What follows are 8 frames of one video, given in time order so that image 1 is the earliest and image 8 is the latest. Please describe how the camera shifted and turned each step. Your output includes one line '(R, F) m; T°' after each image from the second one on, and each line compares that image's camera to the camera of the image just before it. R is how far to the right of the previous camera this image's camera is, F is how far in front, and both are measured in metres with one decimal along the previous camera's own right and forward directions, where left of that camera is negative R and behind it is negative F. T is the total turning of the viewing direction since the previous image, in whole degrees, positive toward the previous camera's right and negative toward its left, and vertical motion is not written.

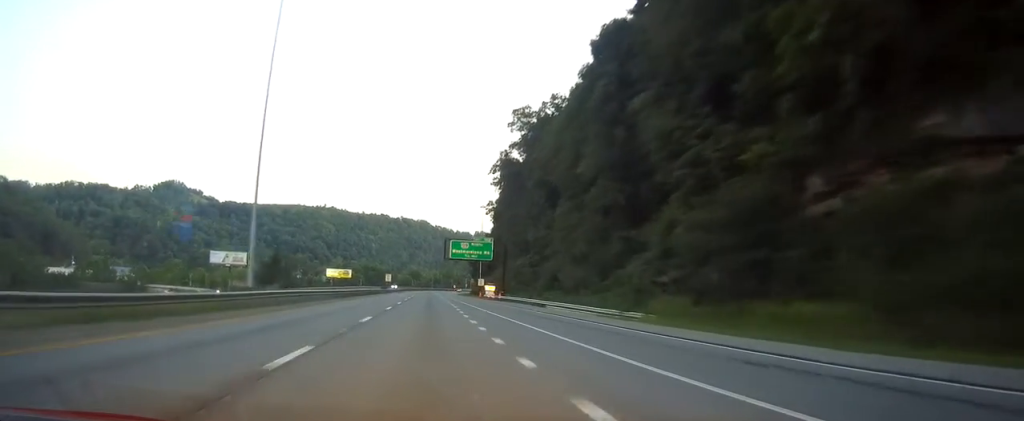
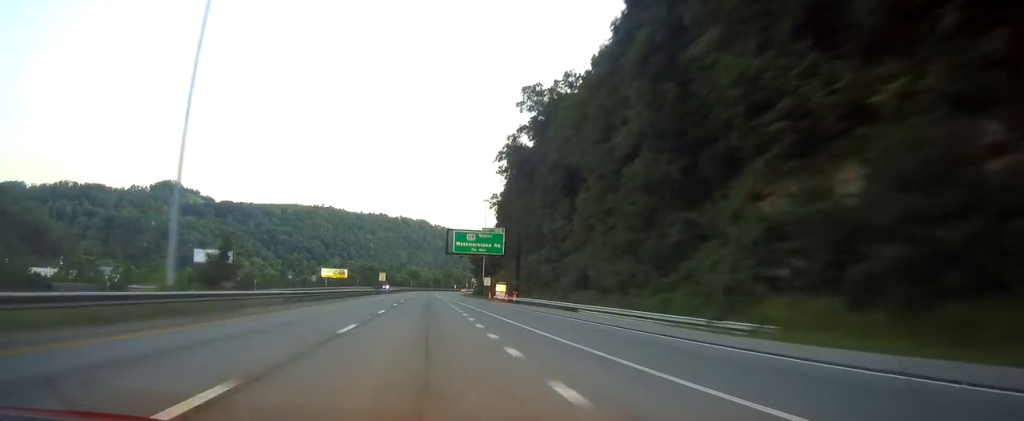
(0.0, +17.2) m; 0°
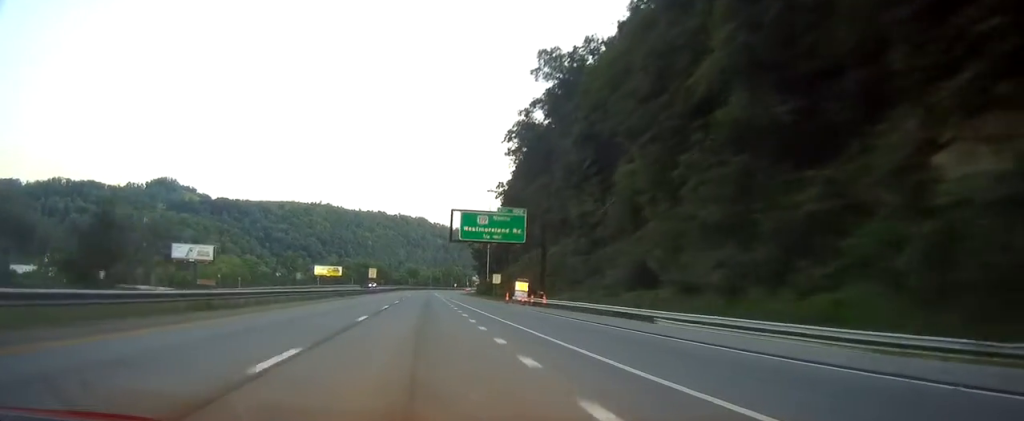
(+0.1, +20.6) m; 0°
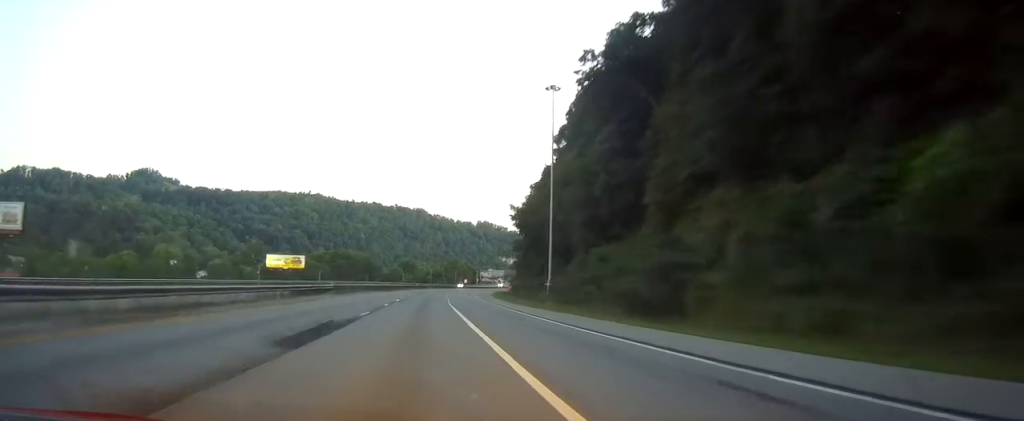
(-0.2, +108.7) m; 0°
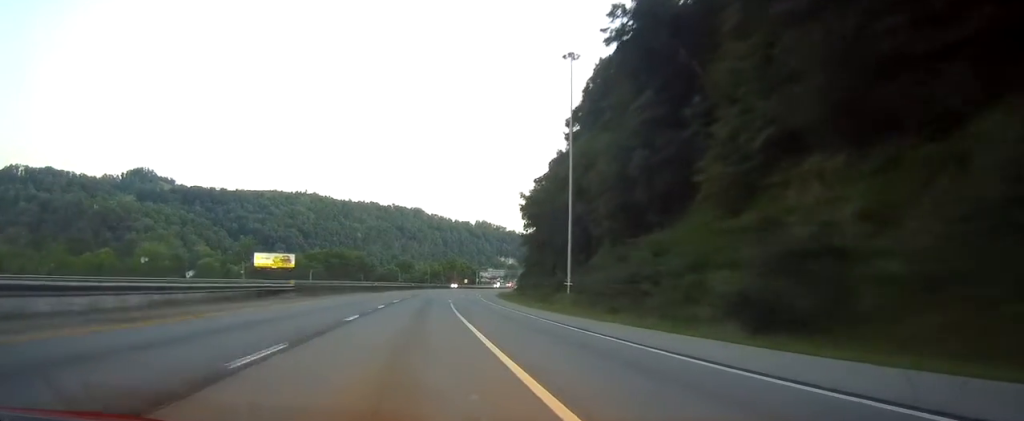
(0.0, +15.5) m; 0°
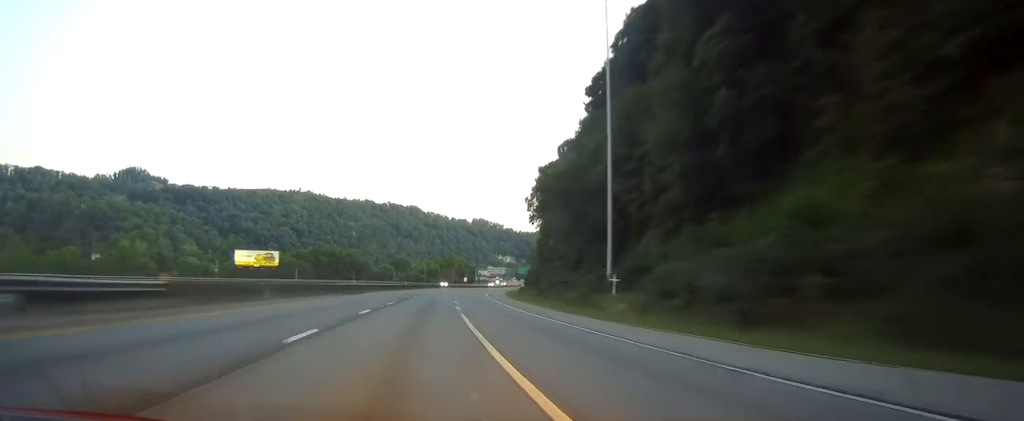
(0.0, +21.0) m; 0°
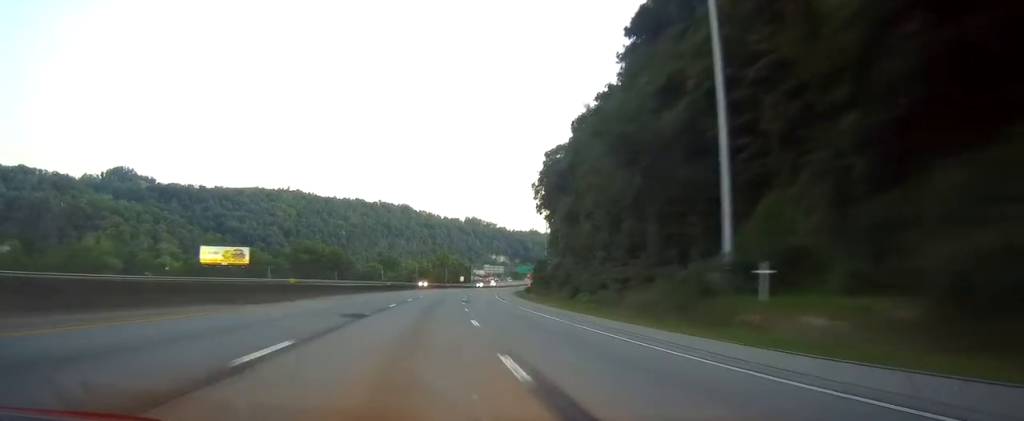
(0.0, +28.5) m; 0°
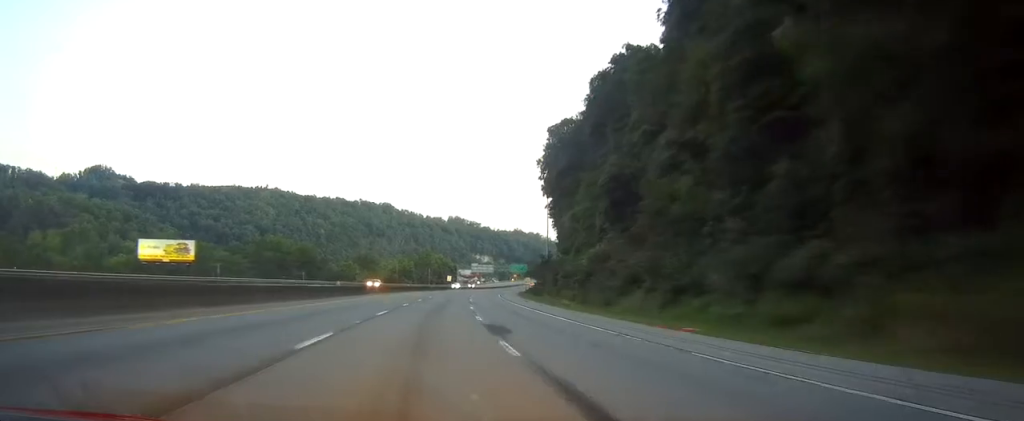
(+0.3, +34.5) m; +1°
